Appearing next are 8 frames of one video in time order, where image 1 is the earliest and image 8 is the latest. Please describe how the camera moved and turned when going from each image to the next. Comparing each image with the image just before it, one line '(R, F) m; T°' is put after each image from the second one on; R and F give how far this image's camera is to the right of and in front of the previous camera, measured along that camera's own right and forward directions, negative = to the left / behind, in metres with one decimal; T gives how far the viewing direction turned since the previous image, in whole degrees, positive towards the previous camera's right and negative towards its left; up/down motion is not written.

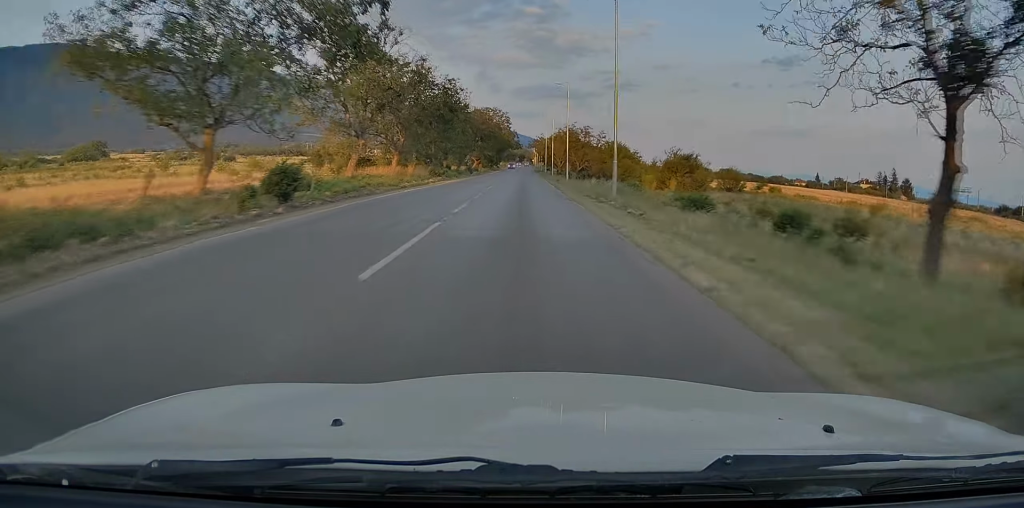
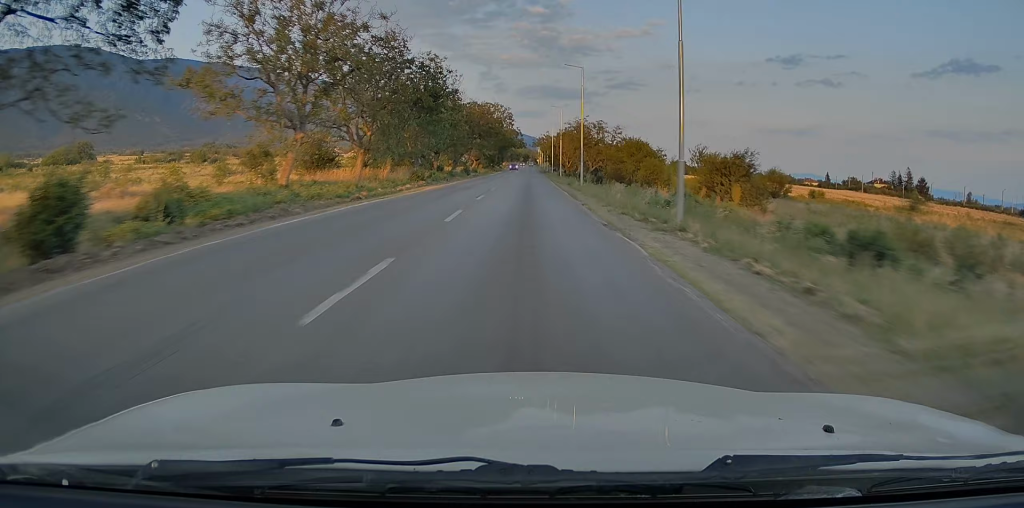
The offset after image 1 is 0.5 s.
(+0.6, +10.7) m; +1°
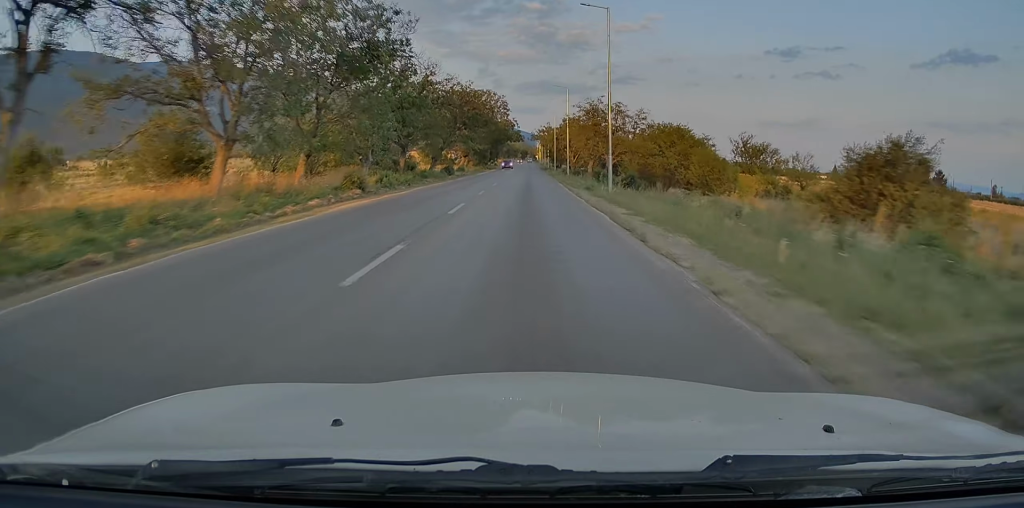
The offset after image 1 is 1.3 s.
(+0.5, +16.4) m; +1°
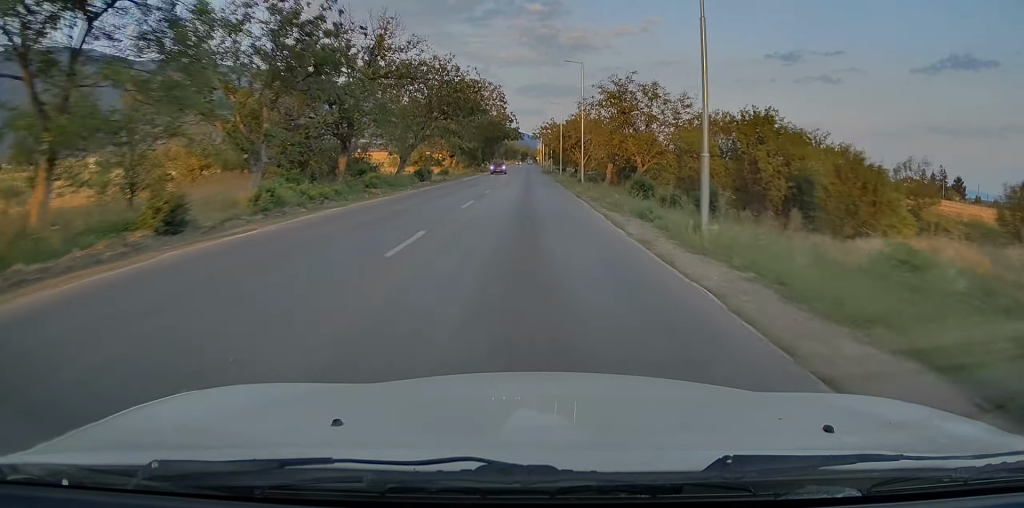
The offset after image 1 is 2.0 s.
(-0.3, +15.5) m; 0°
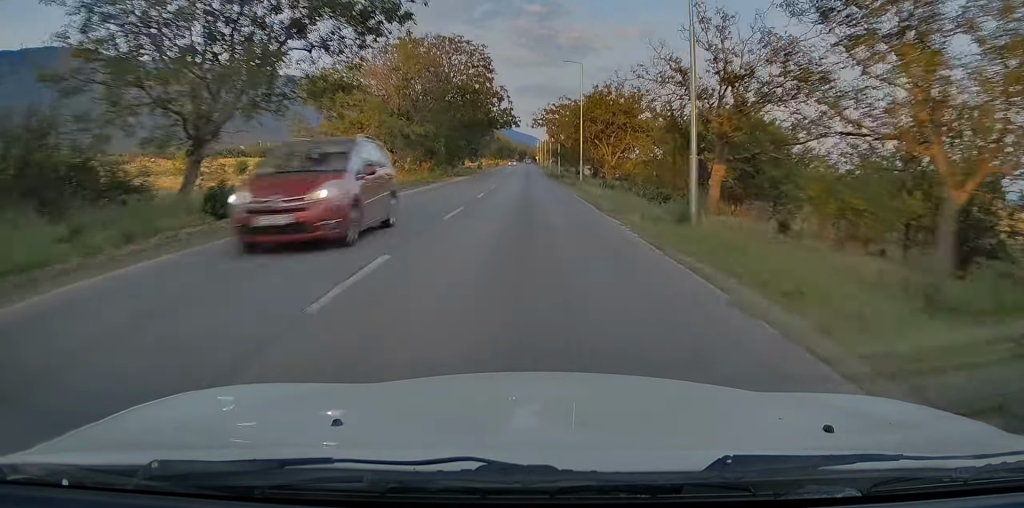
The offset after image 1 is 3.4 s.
(+0.2, +29.8) m; 0°
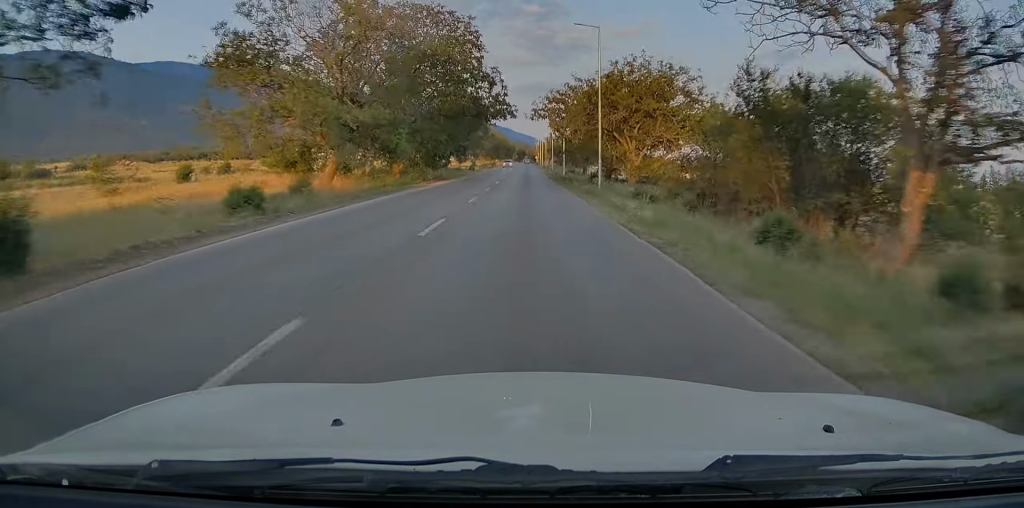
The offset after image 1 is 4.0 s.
(-0.2, +12.1) m; 0°
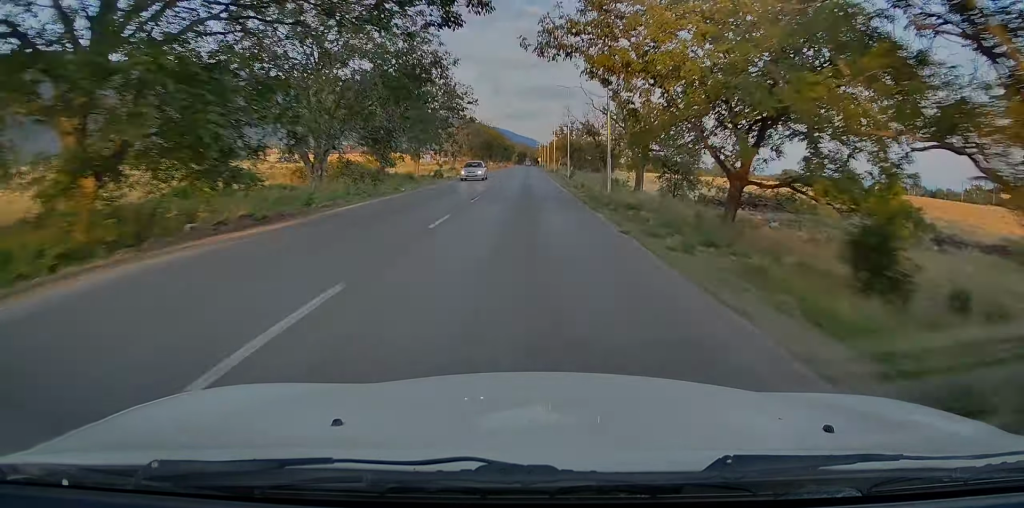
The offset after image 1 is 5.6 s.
(+0.1, +34.1) m; 0°
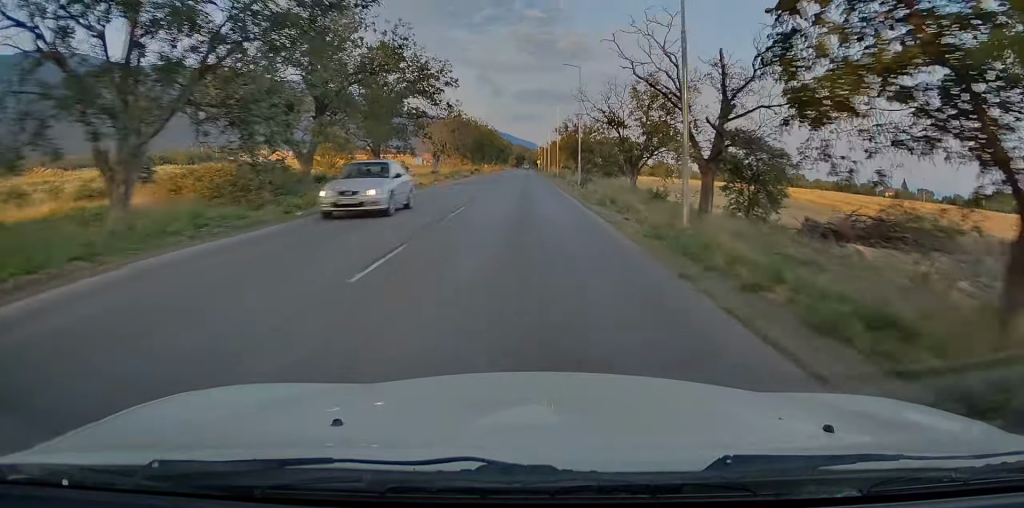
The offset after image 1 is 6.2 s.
(-0.1, +14.2) m; 0°
